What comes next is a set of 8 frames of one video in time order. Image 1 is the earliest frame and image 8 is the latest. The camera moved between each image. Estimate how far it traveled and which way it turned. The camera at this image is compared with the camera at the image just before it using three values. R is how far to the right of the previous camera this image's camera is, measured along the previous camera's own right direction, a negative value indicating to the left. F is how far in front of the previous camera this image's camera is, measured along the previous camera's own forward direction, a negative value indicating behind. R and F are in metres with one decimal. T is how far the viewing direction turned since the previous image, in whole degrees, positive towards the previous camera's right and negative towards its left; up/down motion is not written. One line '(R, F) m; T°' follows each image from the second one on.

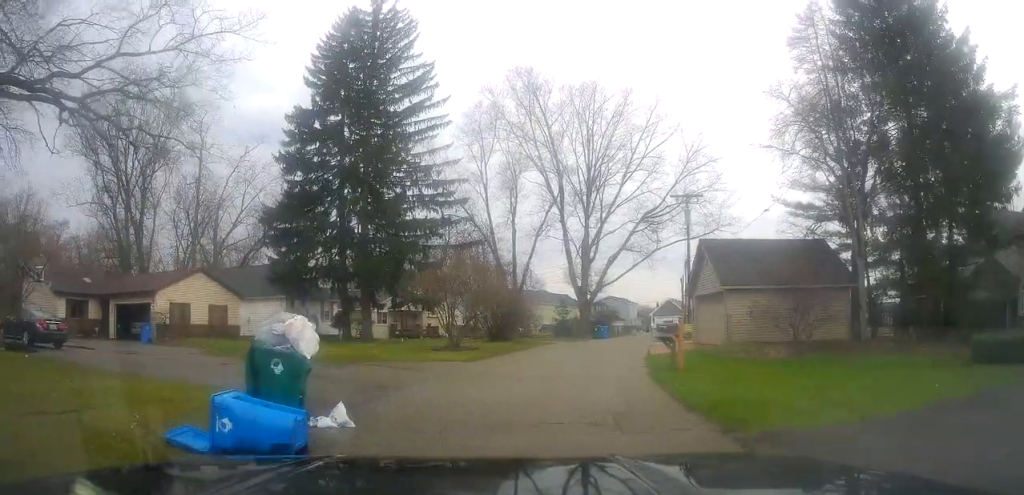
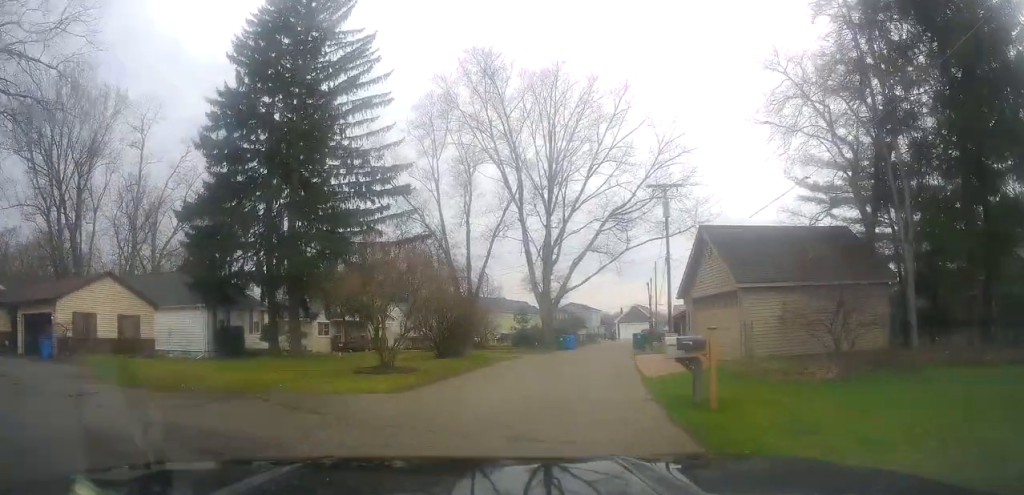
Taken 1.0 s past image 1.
(+0.4, +5.7) m; +3°
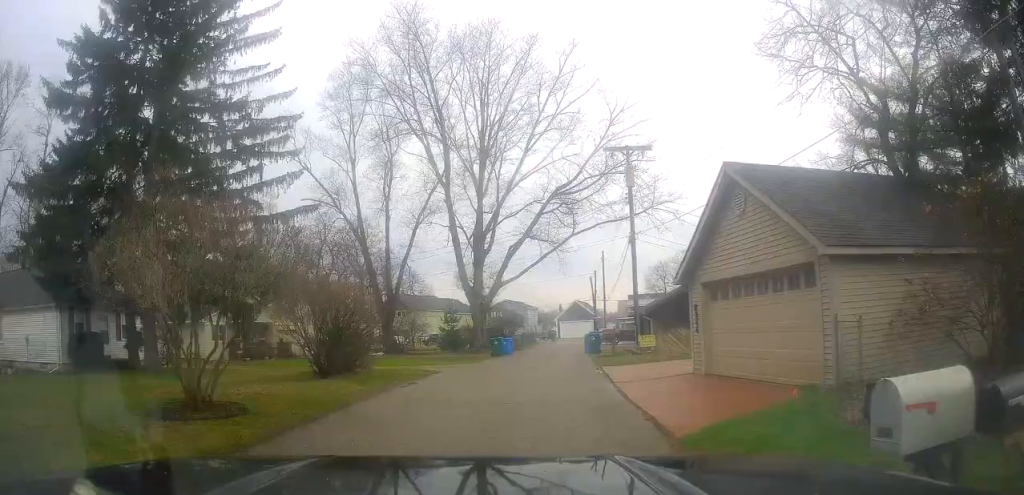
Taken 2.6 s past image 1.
(-0.4, +8.4) m; -3°
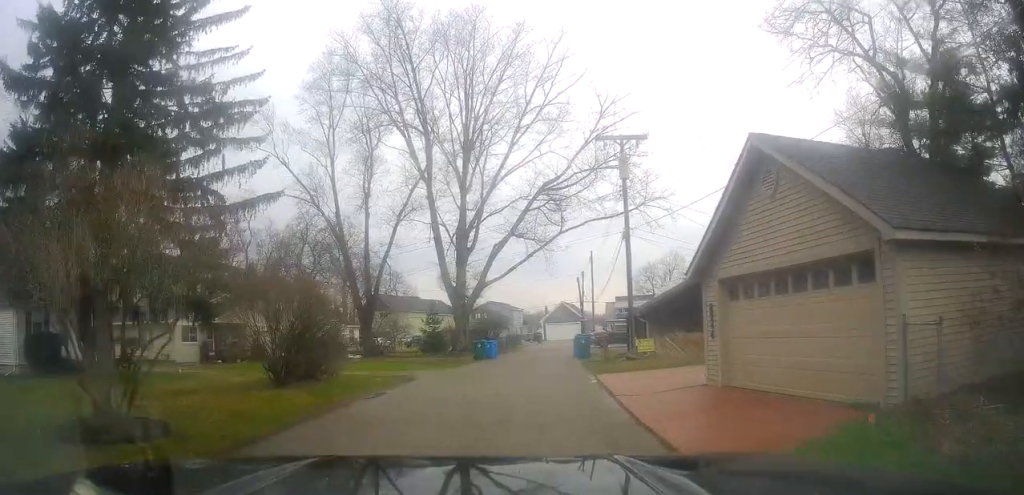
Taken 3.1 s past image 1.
(-0.1, +2.2) m; +2°
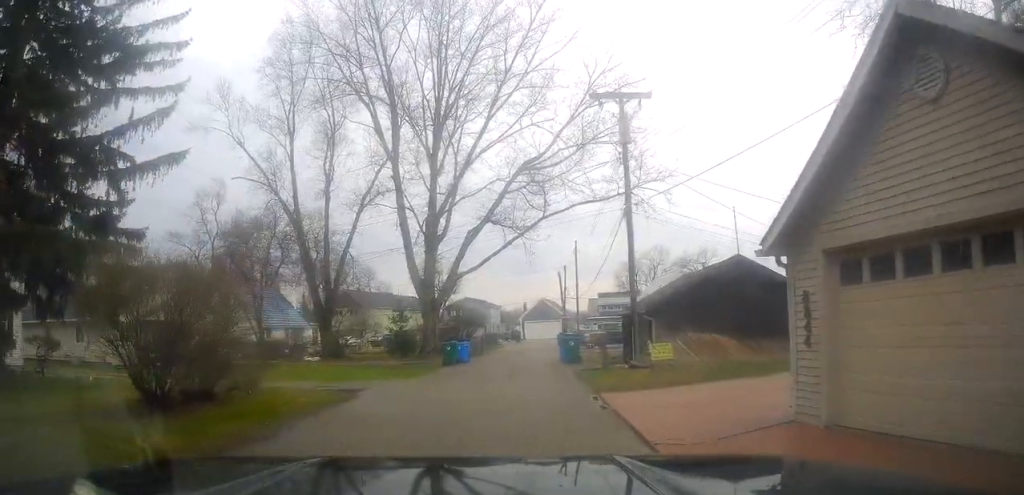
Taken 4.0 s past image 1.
(+0.3, +4.9) m; +6°
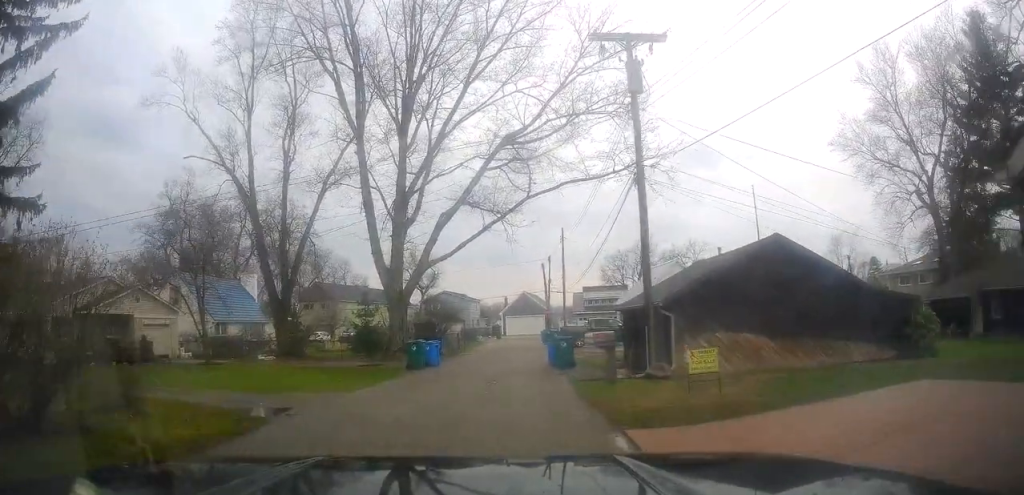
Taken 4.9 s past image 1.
(+0.3, +4.9) m; +5°
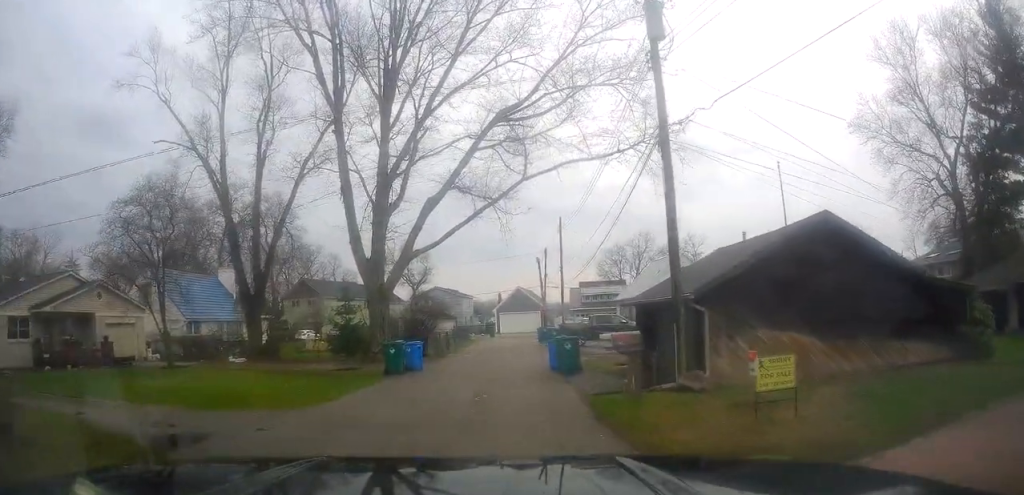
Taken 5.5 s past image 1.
(+0.1, +3.5) m; +1°
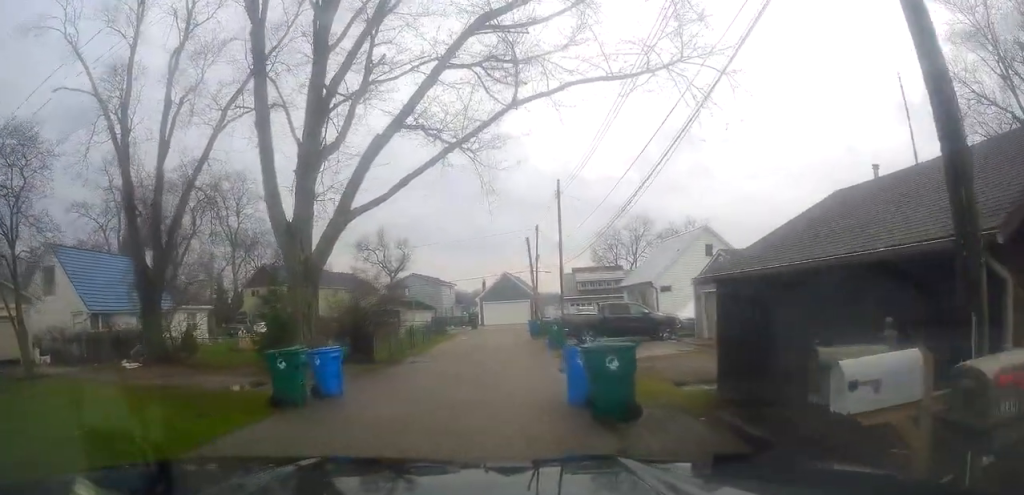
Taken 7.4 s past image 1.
(-0.3, +9.4) m; +2°
